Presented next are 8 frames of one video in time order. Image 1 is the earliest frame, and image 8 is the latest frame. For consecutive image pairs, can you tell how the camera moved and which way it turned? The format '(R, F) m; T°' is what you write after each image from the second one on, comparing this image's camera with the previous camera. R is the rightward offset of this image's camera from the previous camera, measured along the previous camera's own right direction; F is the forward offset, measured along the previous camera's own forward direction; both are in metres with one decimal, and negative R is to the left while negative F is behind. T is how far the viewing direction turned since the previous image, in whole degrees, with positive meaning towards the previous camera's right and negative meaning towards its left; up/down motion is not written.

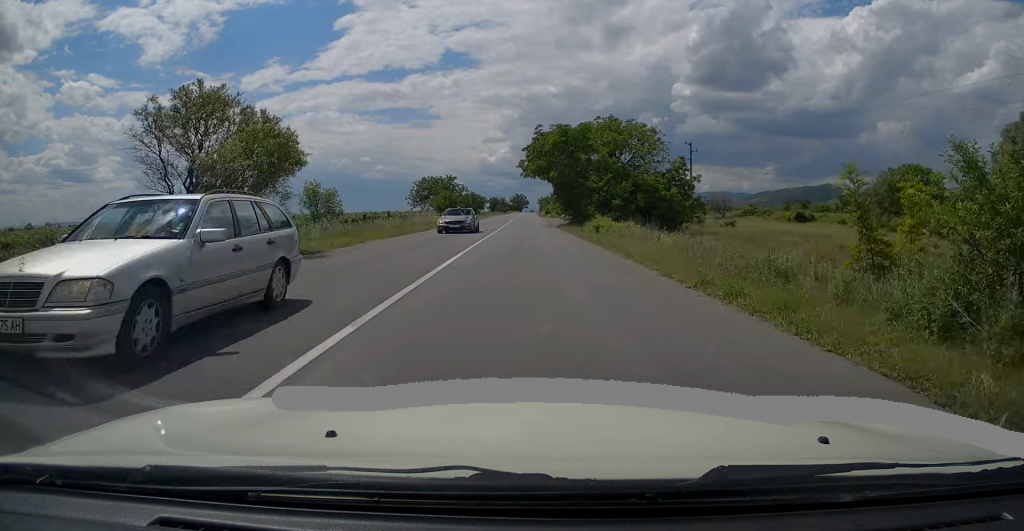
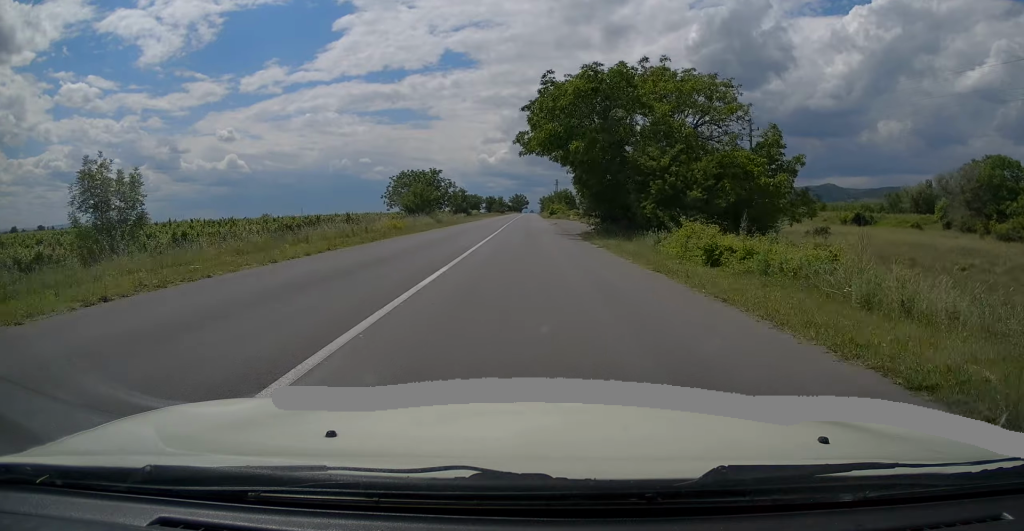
(0.0, +20.3) m; 0°
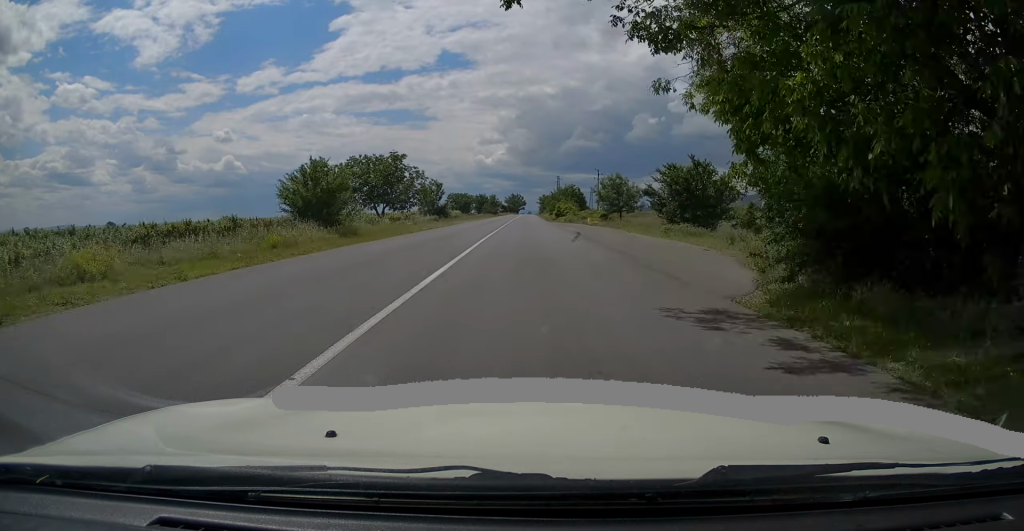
(0.0, +26.7) m; +1°
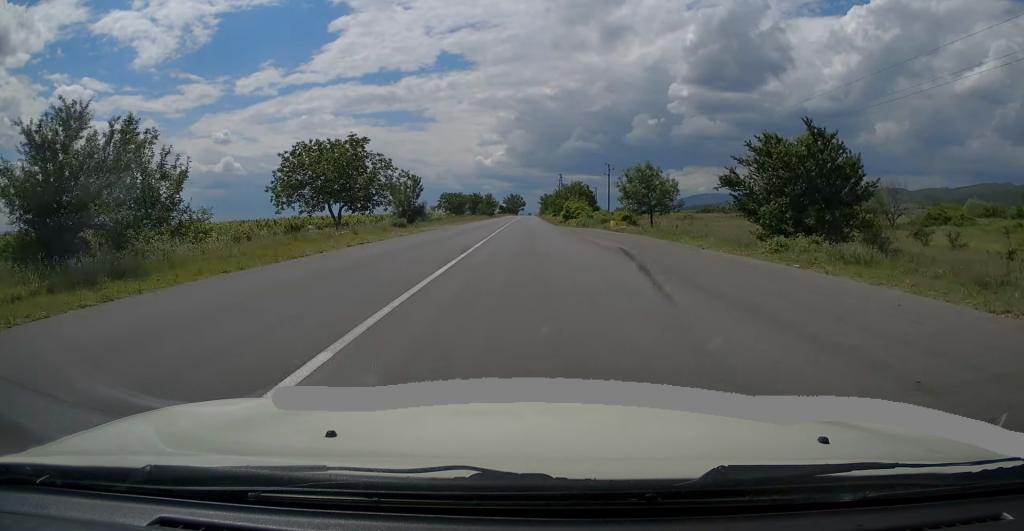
(+0.3, +16.1) m; 0°
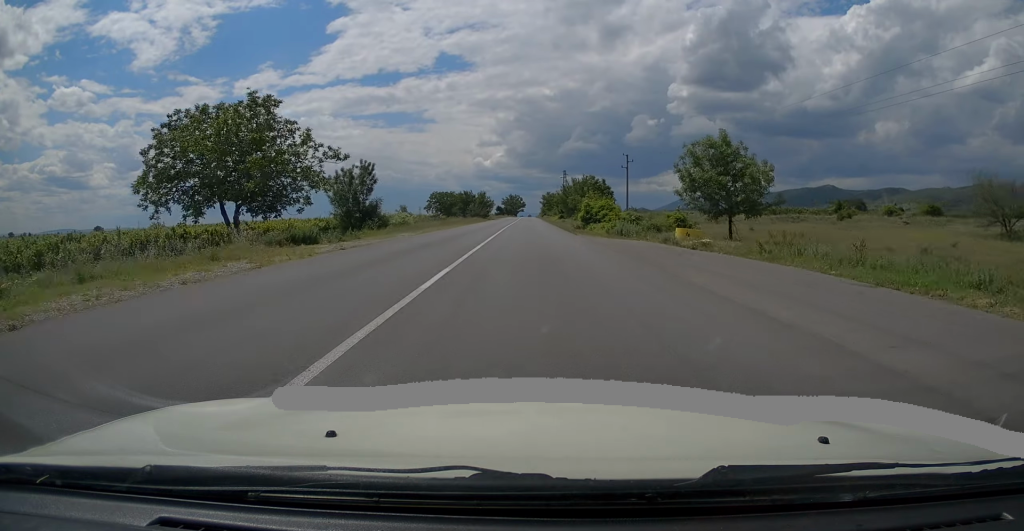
(0.0, +19.4) m; 0°
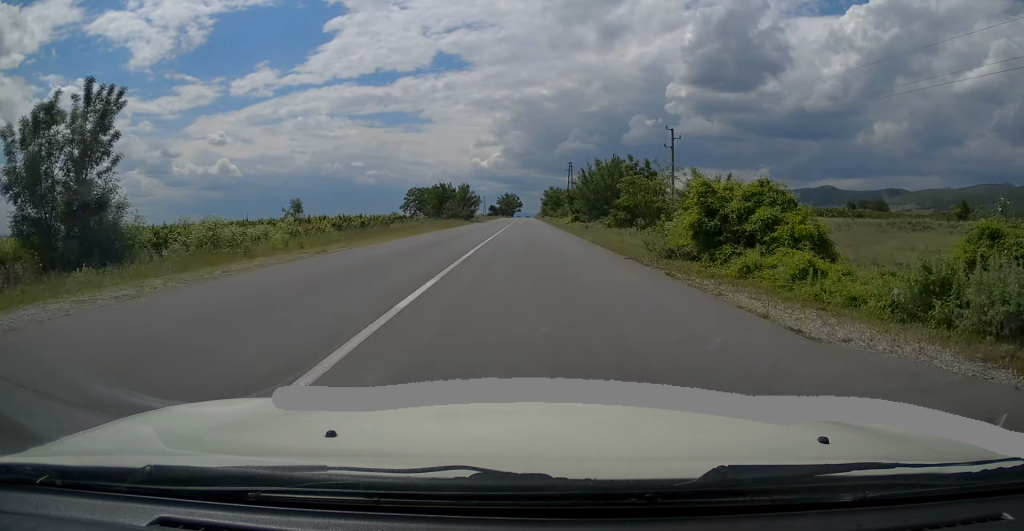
(-0.3, +28.4) m; -1°
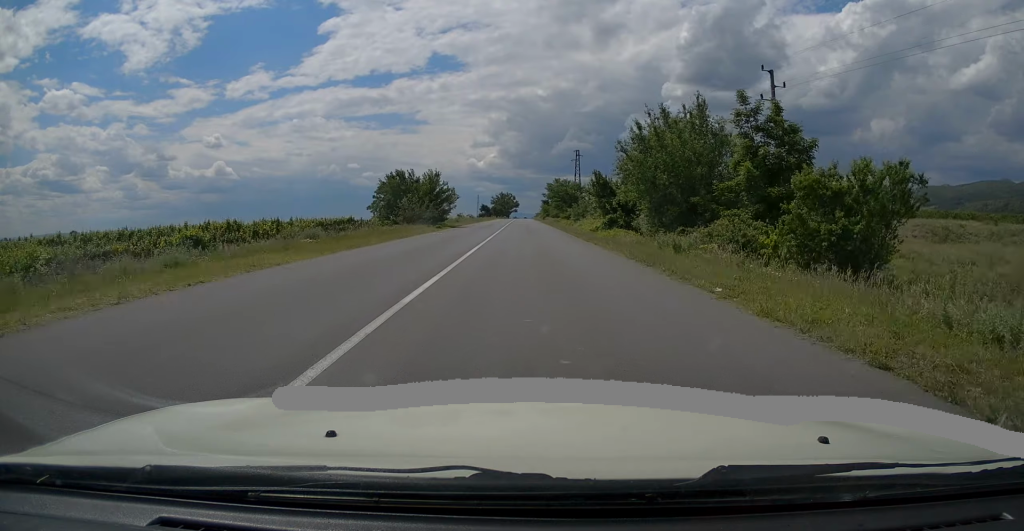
(0.0, +26.1) m; +1°
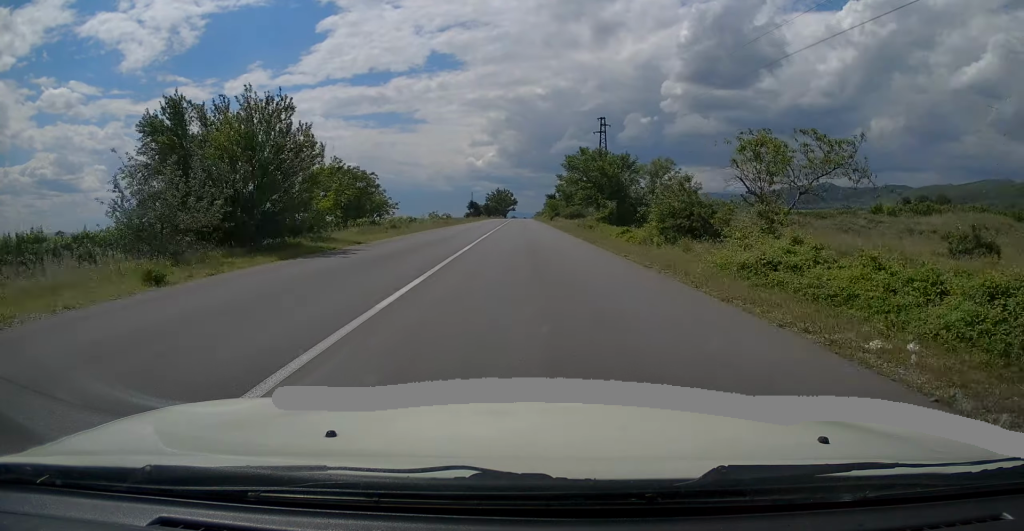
(+0.5, +36.1) m; 0°
